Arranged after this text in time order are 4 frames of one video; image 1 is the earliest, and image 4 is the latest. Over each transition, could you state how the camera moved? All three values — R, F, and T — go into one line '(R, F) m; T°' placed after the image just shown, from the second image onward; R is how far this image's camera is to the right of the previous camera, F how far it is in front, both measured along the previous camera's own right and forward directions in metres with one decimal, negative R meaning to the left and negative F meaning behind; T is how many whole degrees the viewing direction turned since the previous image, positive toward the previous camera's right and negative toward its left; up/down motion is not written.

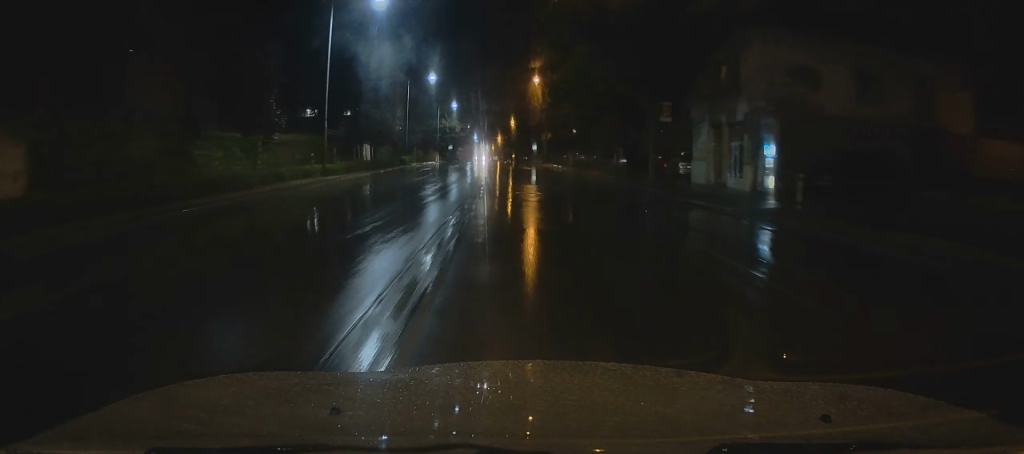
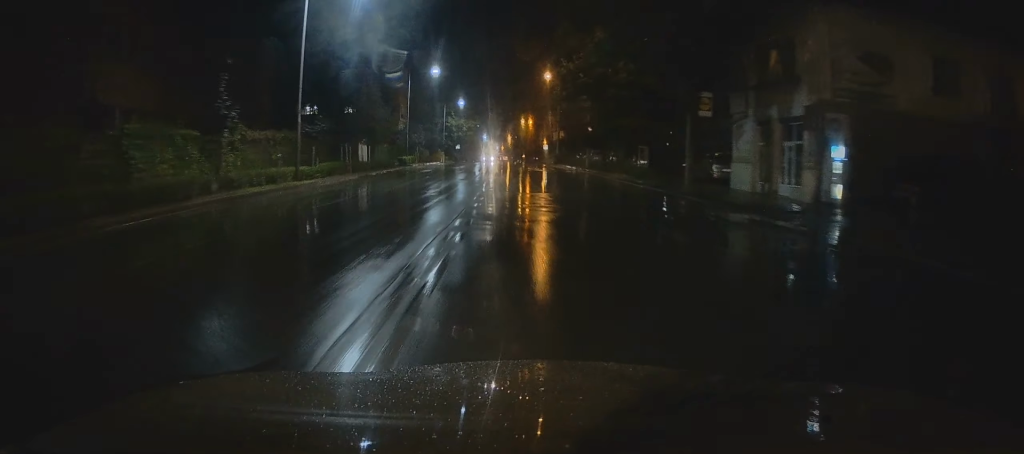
(+0.1, +5.3) m; -1°
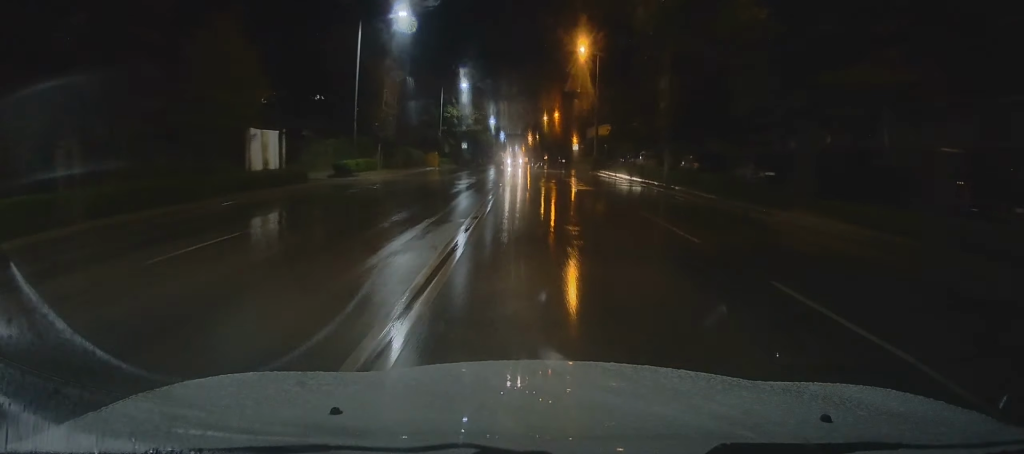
(-0.8, +25.7) m; -2°
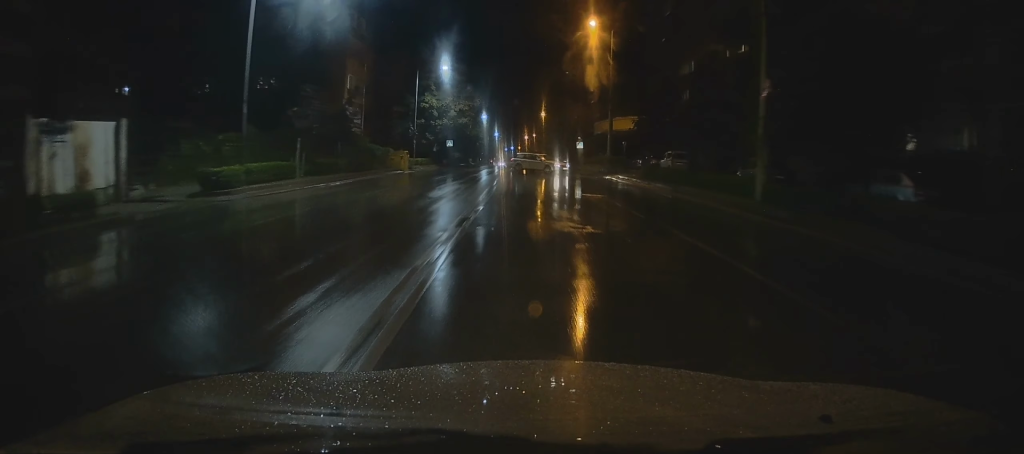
(-0.2, +14.2) m; 0°
